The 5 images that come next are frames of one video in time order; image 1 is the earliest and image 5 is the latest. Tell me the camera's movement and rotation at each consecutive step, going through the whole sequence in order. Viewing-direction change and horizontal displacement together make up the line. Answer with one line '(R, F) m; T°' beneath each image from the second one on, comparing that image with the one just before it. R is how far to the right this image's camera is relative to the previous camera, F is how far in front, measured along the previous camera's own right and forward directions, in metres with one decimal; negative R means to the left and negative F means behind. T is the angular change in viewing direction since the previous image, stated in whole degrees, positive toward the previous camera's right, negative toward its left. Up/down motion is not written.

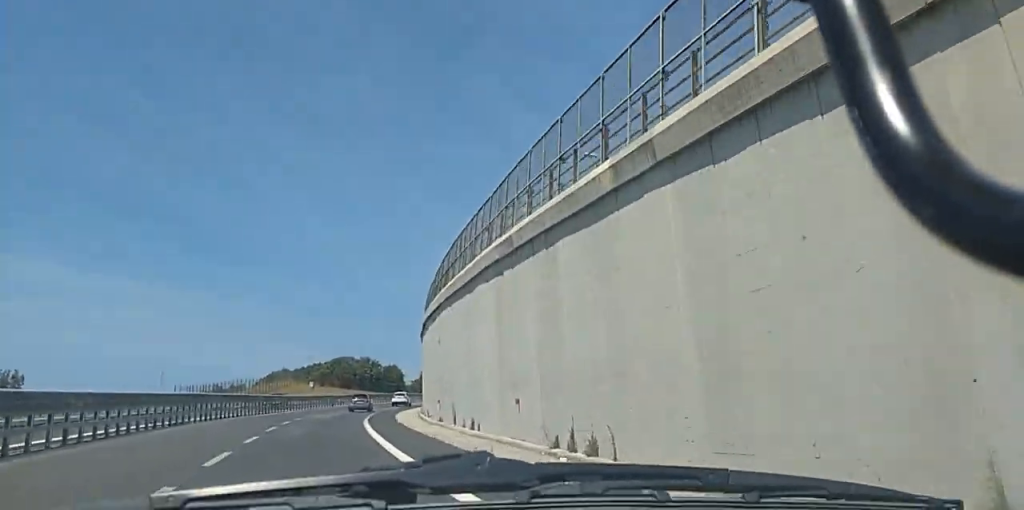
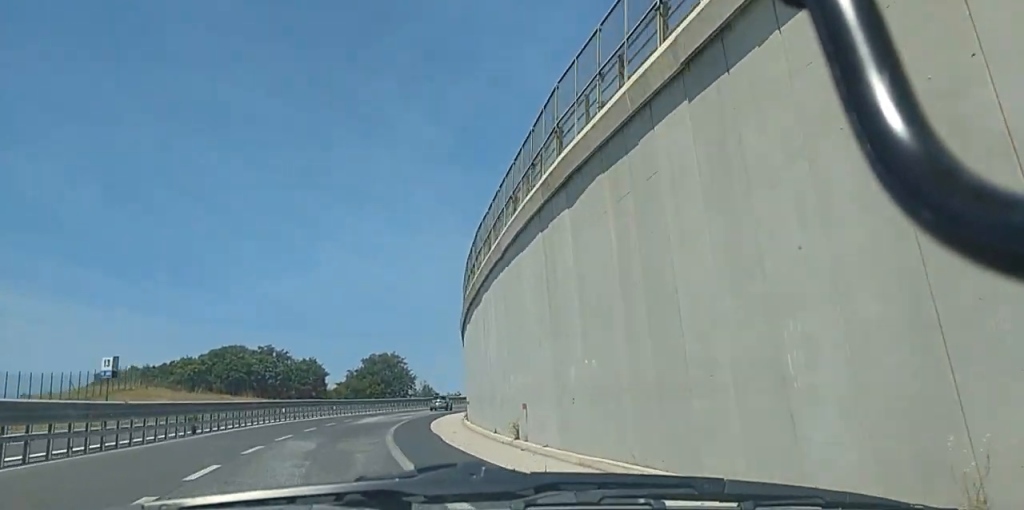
(+1.6, +59.6) m; +6°
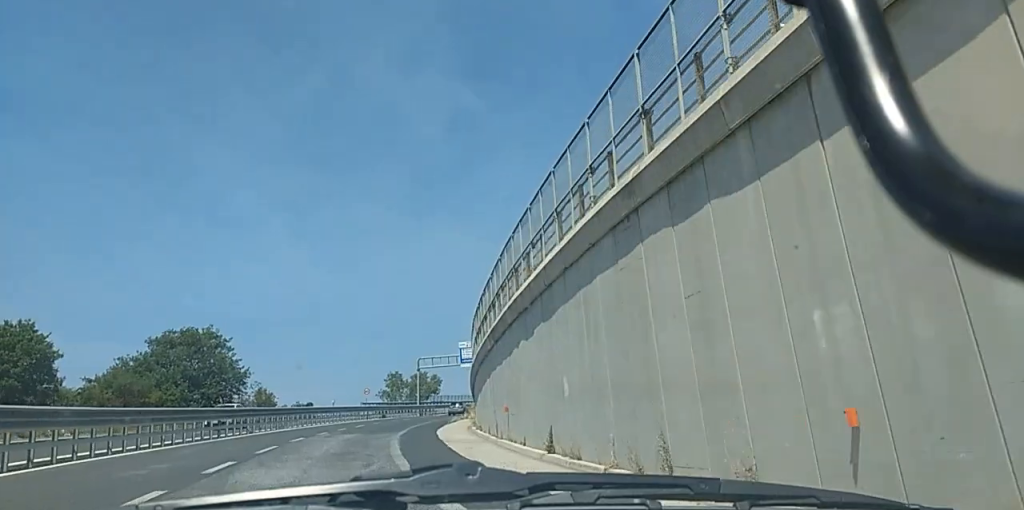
(+8.9, +54.4) m; +19°
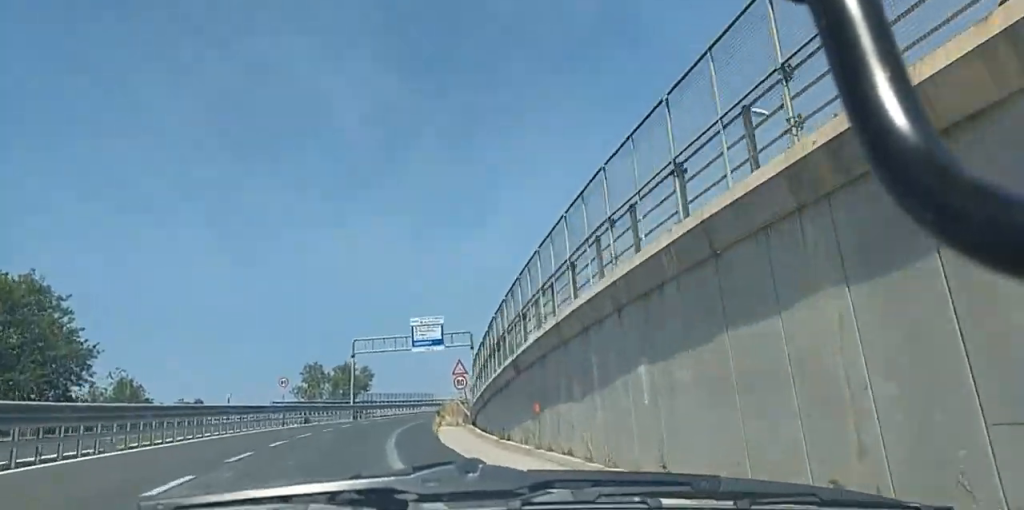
(+0.9, +24.5) m; +3°
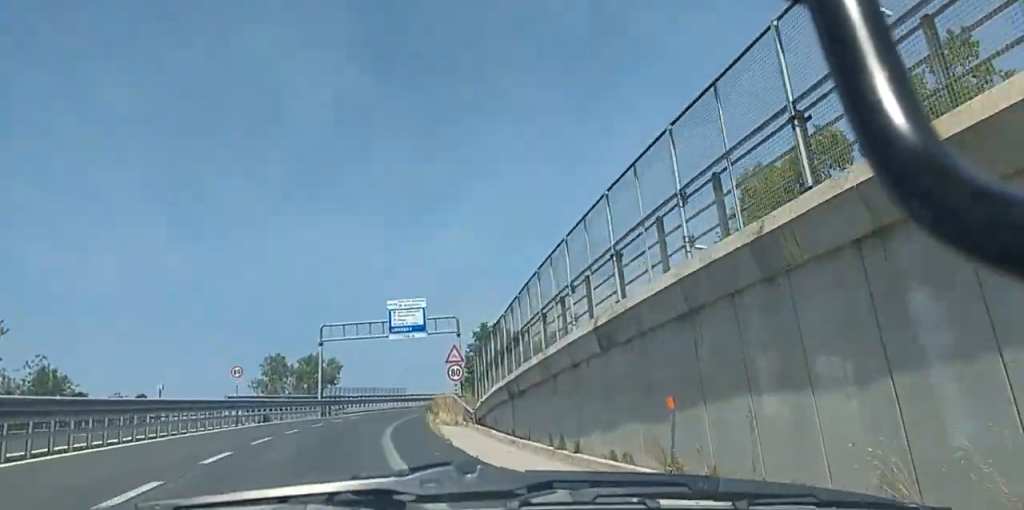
(-0.2, +9.2) m; +1°
